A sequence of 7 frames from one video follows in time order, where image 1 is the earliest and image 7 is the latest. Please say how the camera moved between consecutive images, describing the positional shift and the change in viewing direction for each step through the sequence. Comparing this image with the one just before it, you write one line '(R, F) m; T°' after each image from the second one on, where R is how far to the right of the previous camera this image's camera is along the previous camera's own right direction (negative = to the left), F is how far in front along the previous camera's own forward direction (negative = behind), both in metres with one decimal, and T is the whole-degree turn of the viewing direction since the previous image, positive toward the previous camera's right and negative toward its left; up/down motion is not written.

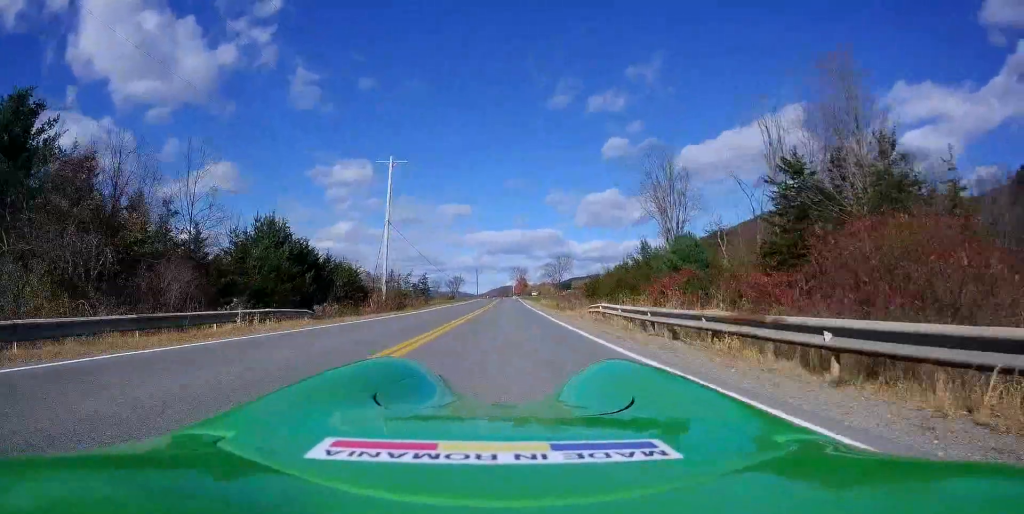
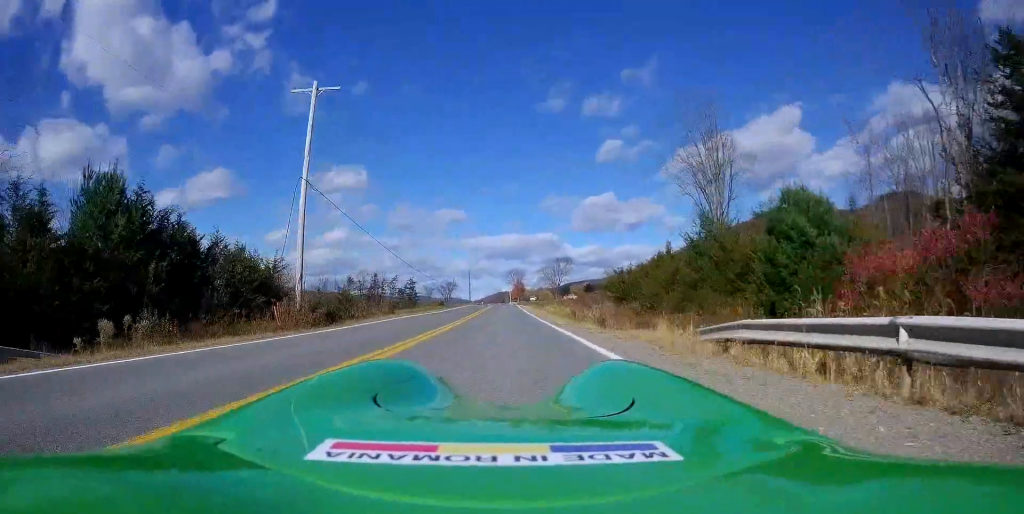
(+0.3, +16.8) m; +1°
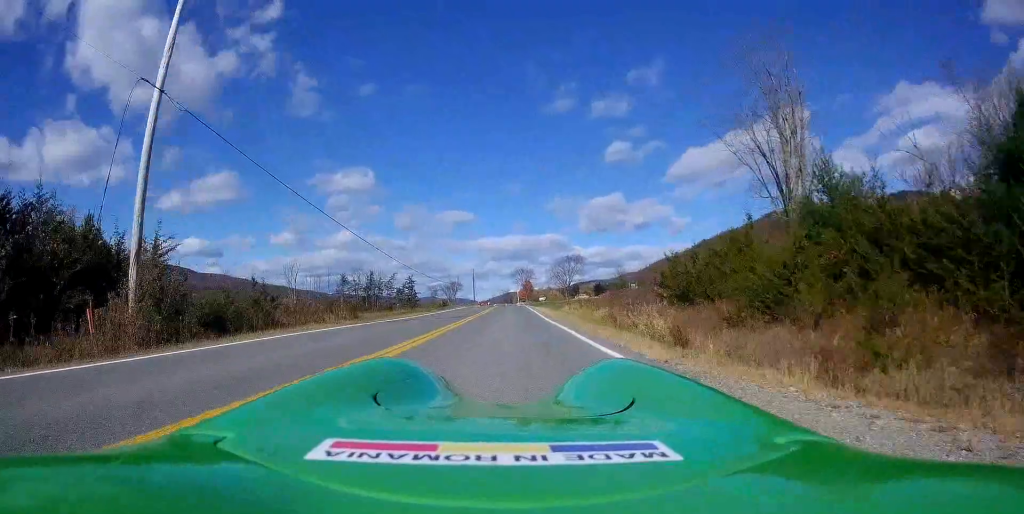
(+0.1, +13.2) m; 0°
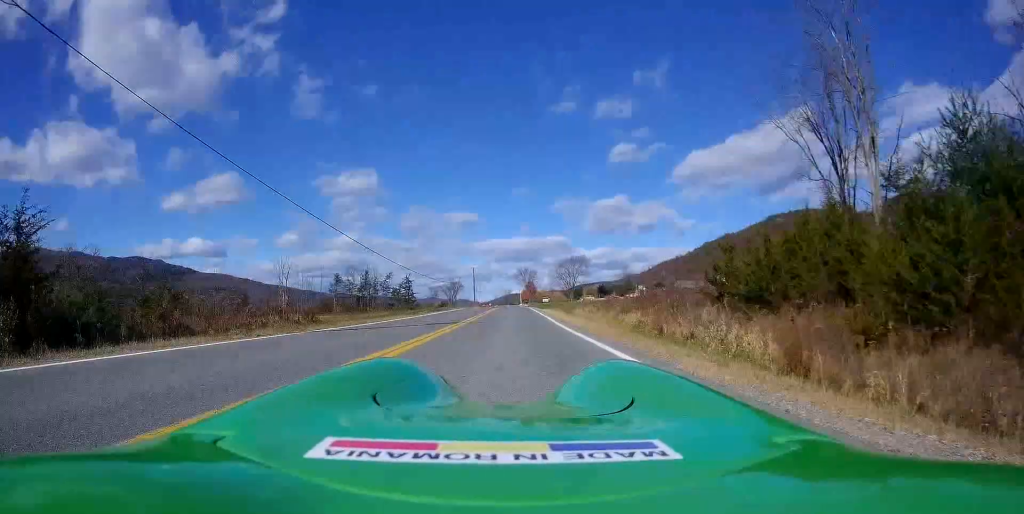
(0.0, +7.8) m; 0°
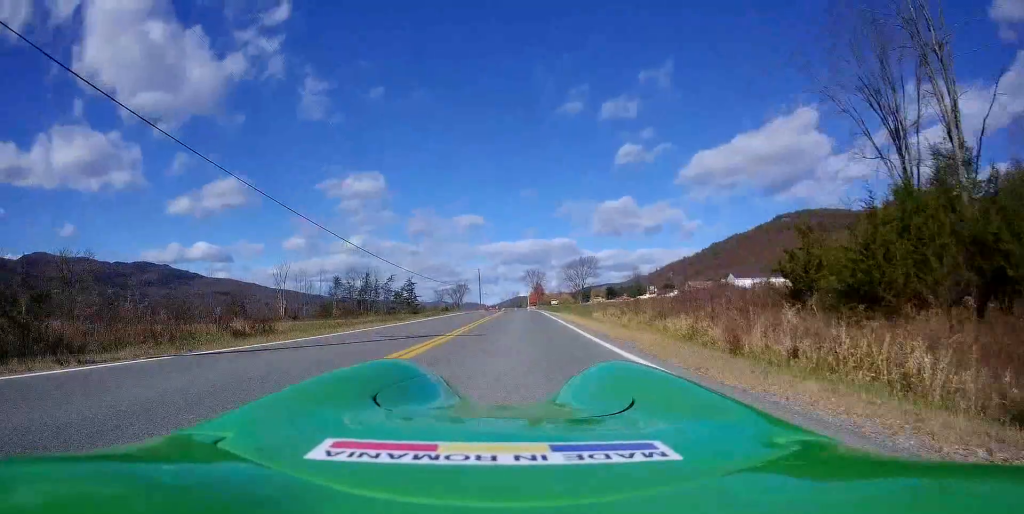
(0.0, +6.4) m; 0°
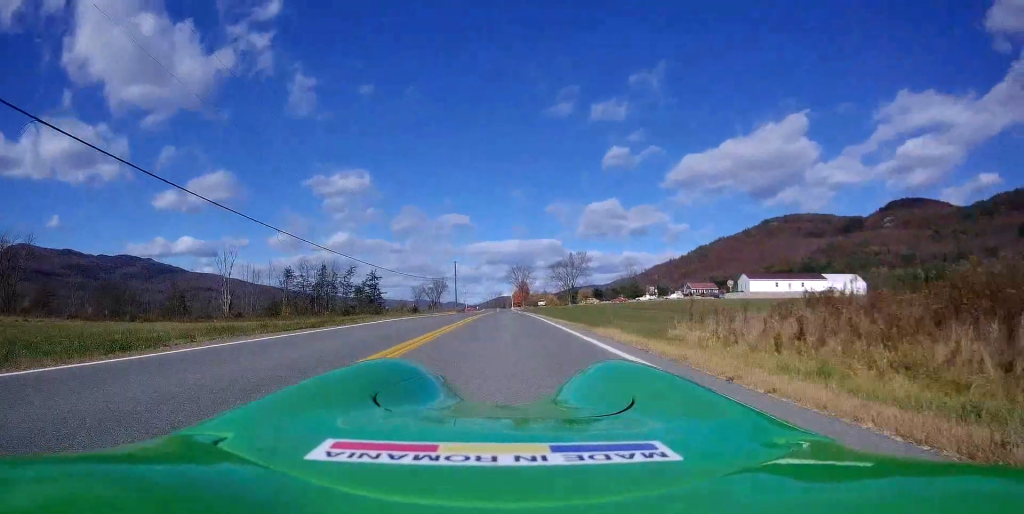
(0.0, +21.2) m; 0°
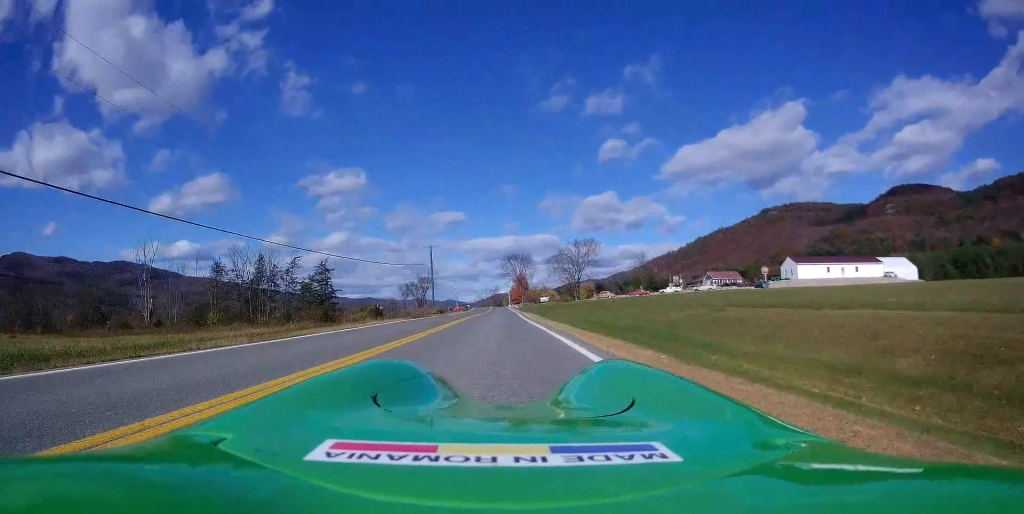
(+0.6, +28.1) m; +3°
